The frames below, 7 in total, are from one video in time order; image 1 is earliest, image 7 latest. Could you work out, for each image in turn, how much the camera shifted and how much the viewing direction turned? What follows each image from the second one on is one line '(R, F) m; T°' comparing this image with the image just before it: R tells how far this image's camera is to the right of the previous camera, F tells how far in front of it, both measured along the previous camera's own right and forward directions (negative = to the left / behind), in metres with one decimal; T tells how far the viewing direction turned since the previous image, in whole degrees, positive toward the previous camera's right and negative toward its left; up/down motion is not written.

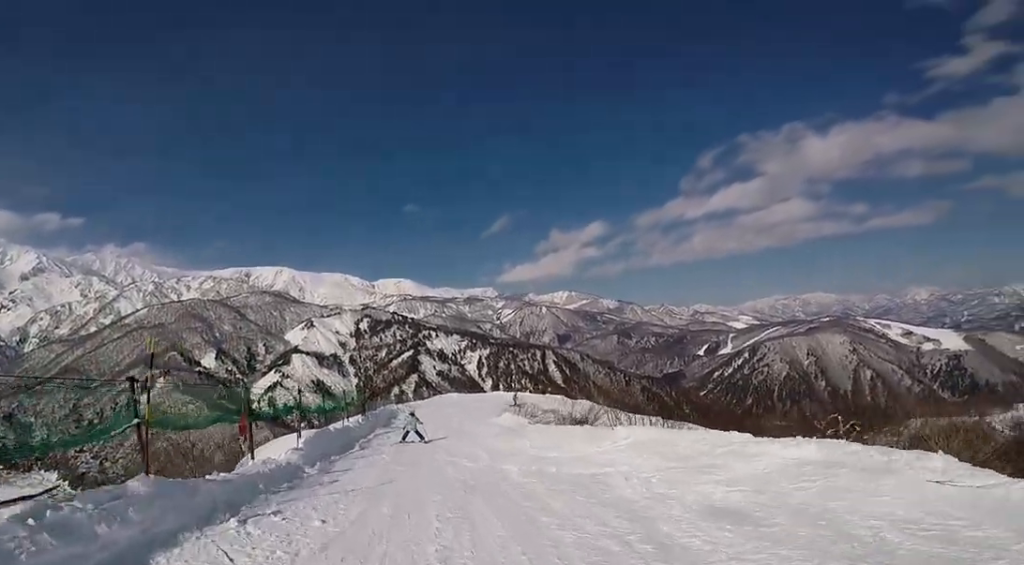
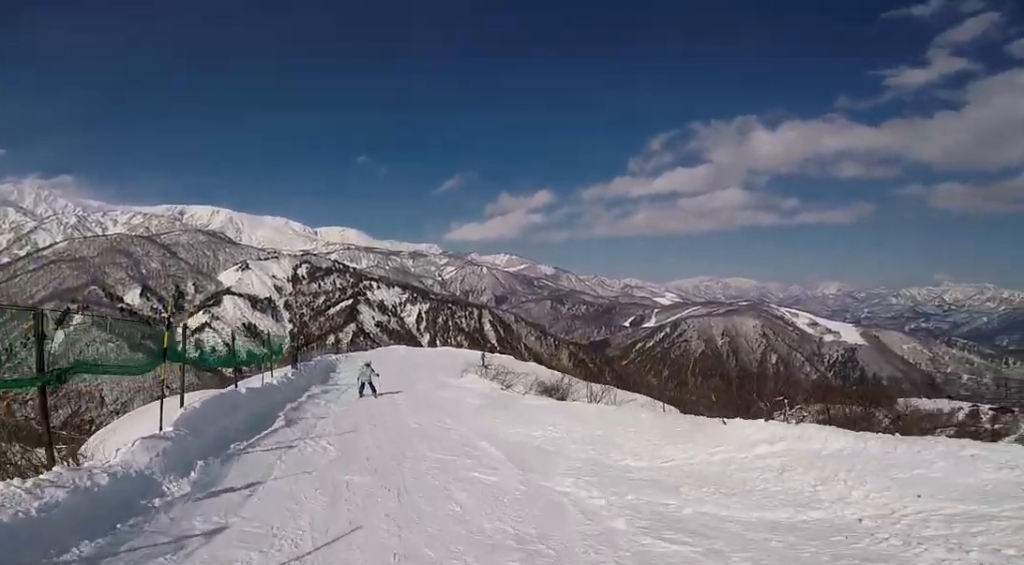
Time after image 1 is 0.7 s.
(0.0, +4.5) m; 0°
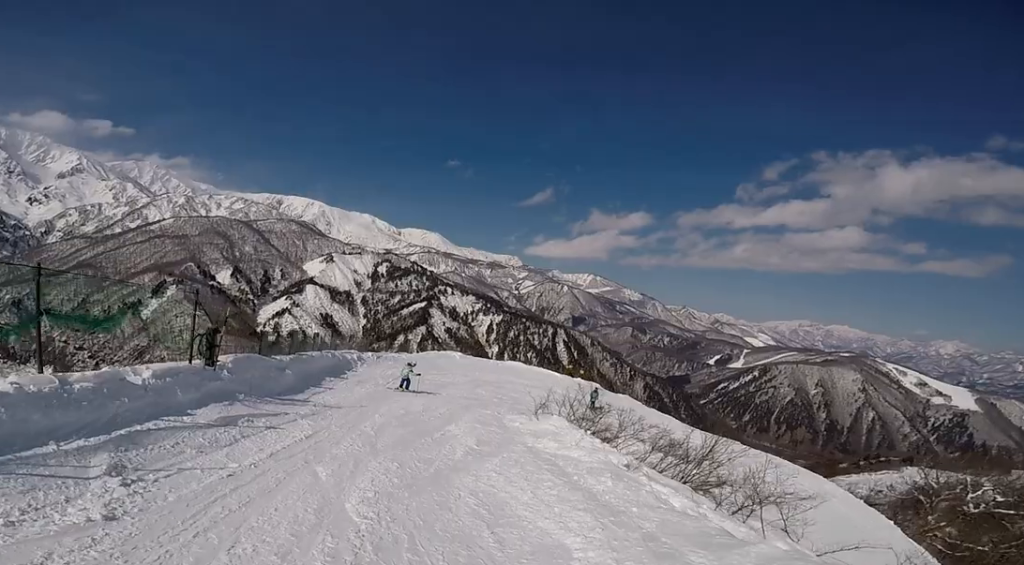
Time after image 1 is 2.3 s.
(-0.3, +9.2) m; -11°
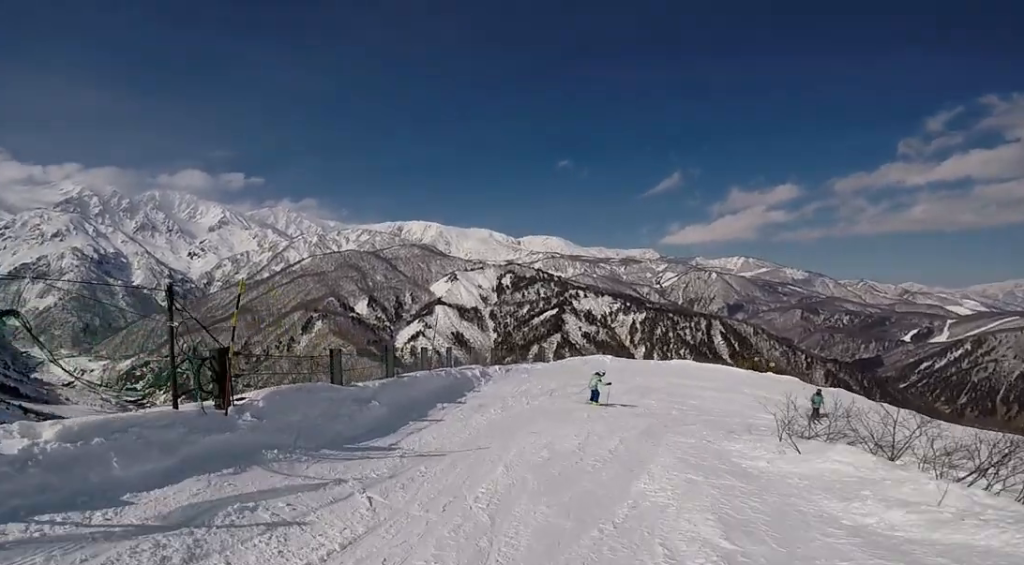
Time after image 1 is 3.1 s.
(-0.7, +3.9) m; -2°
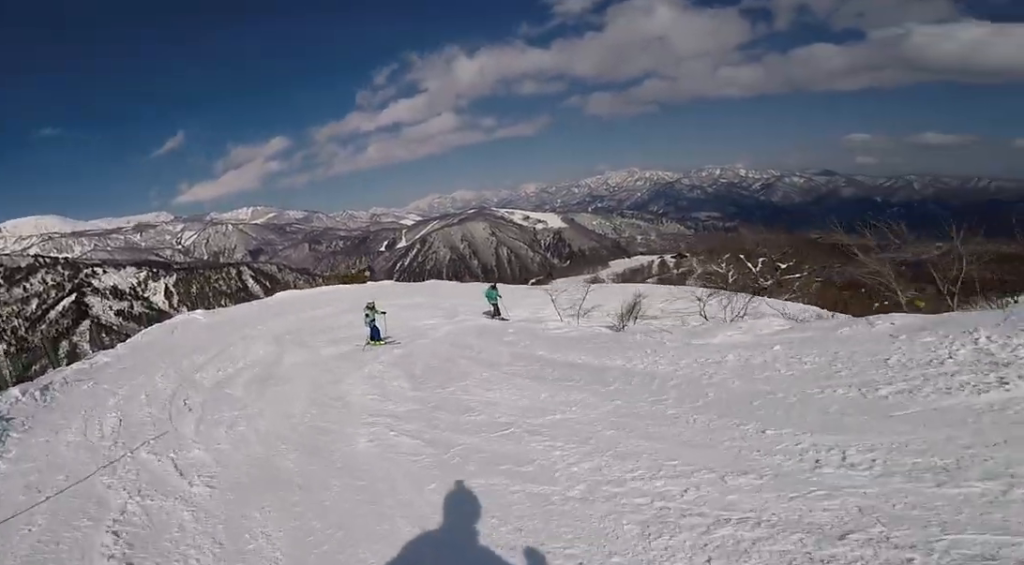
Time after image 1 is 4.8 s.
(+2.5, +6.5) m; +42°
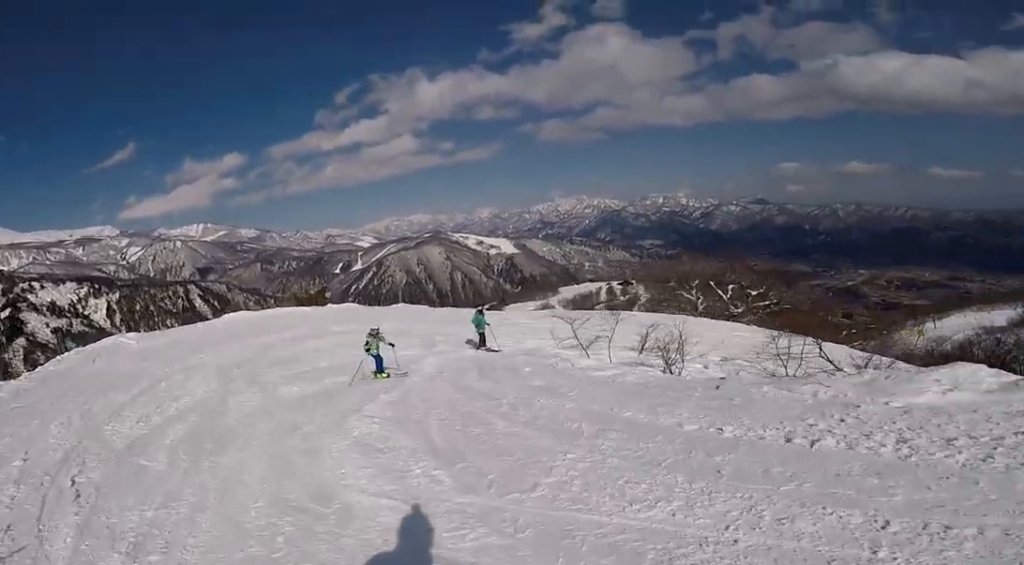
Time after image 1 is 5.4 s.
(+0.4, +2.3) m; +6°
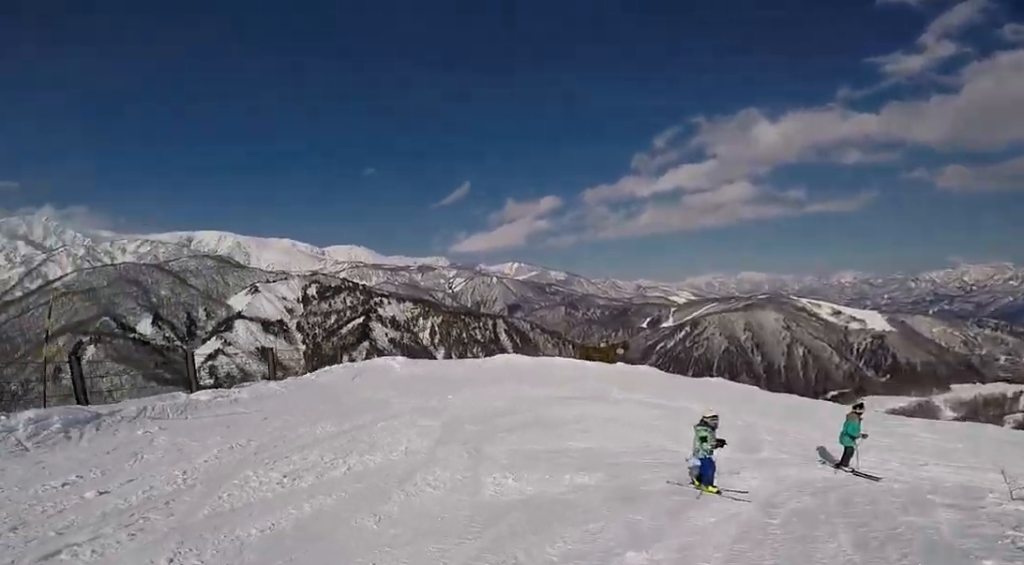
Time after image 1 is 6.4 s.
(-0.3, +3.6) m; -24°
